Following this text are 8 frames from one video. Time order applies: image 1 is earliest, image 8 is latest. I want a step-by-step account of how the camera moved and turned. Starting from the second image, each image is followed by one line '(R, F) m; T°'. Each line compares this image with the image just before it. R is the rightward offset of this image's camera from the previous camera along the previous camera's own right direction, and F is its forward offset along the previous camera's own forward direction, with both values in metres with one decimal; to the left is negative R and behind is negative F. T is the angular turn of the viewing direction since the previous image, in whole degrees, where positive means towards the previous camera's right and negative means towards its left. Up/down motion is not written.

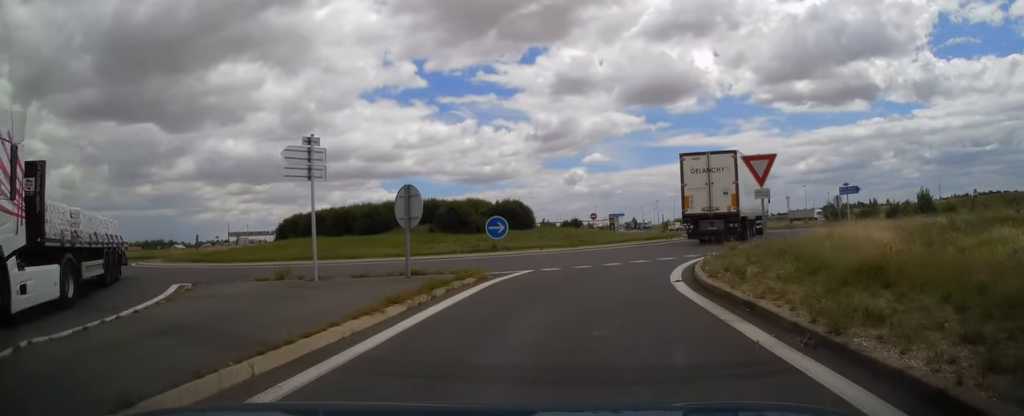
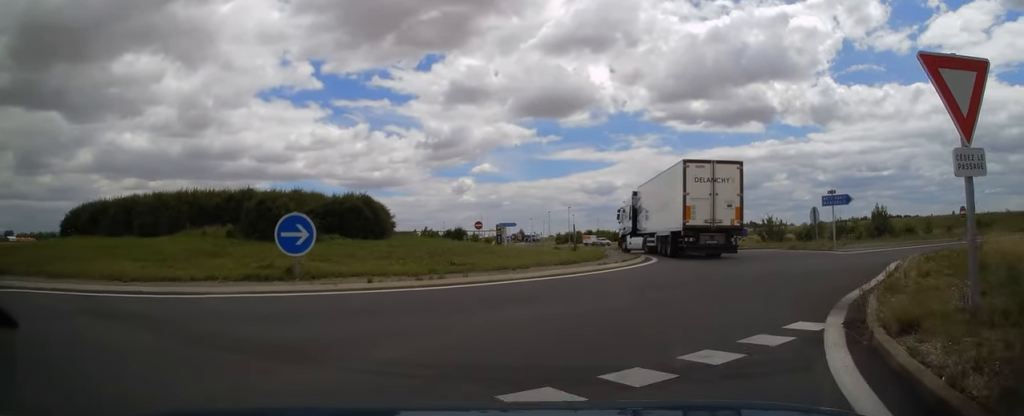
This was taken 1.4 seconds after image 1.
(+1.1, +13.8) m; +12°
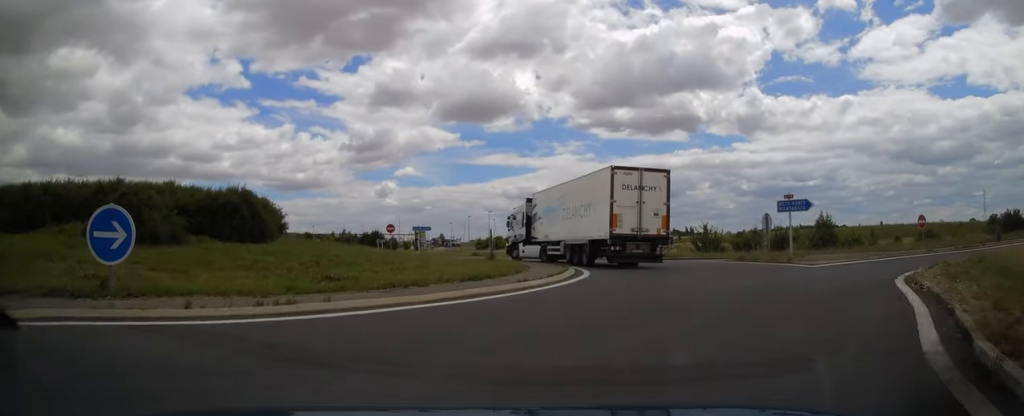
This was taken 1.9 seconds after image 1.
(+0.3, +4.6) m; +5°
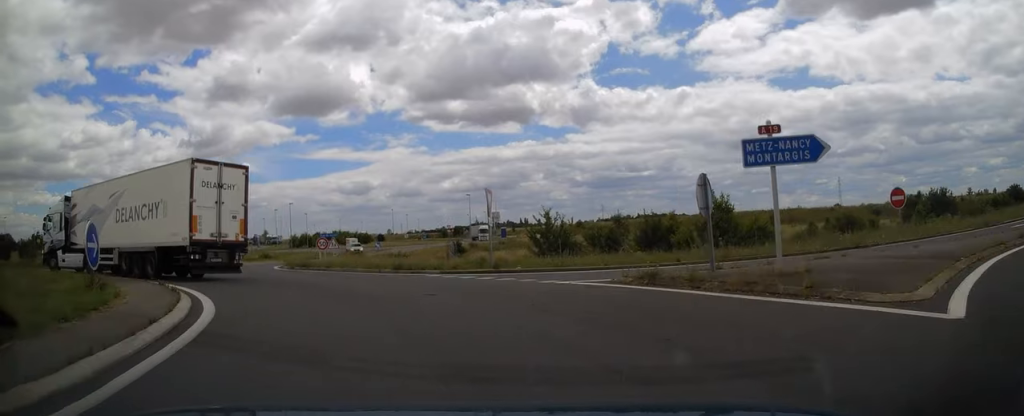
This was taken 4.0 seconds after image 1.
(+3.0, +18.0) m; +14°
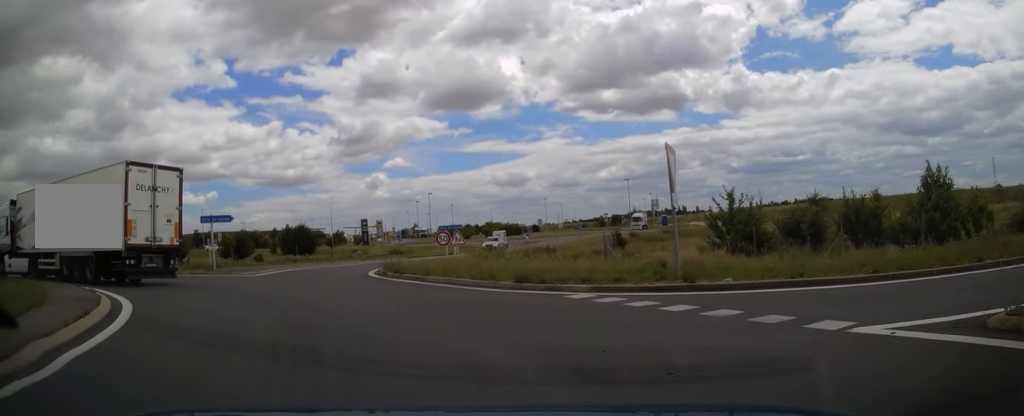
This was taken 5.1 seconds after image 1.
(-0.1, +9.3) m; -9°
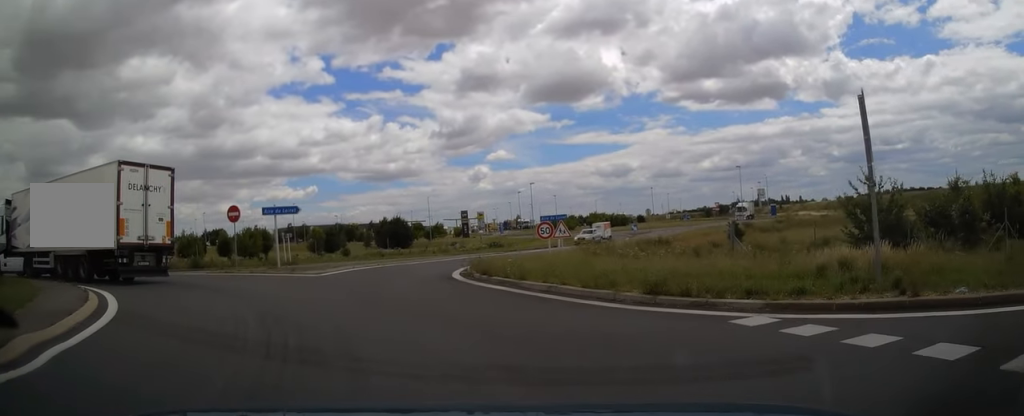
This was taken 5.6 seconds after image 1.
(+0.1, +4.6) m; -9°
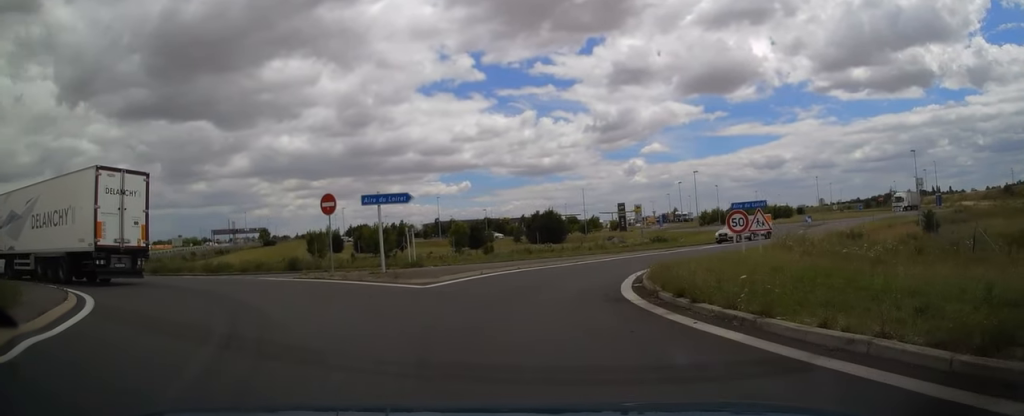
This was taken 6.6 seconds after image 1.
(-1.3, +7.0) m; -14°
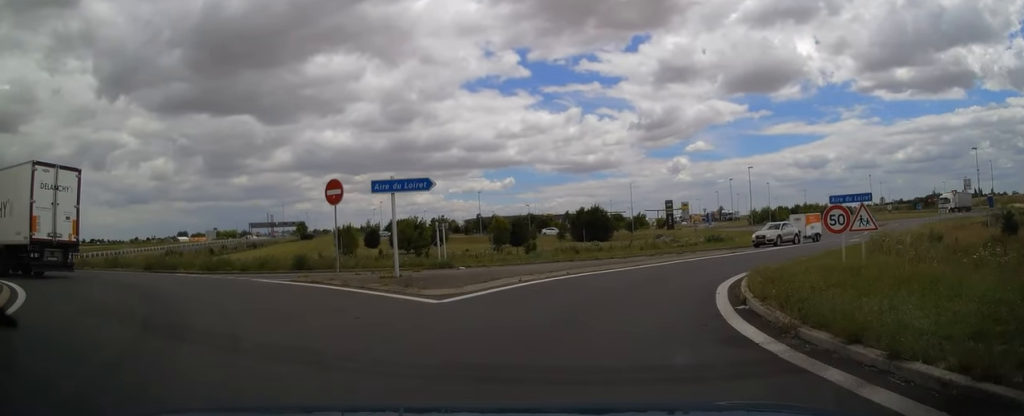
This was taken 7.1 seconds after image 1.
(-0.3, +4.4) m; -3°
